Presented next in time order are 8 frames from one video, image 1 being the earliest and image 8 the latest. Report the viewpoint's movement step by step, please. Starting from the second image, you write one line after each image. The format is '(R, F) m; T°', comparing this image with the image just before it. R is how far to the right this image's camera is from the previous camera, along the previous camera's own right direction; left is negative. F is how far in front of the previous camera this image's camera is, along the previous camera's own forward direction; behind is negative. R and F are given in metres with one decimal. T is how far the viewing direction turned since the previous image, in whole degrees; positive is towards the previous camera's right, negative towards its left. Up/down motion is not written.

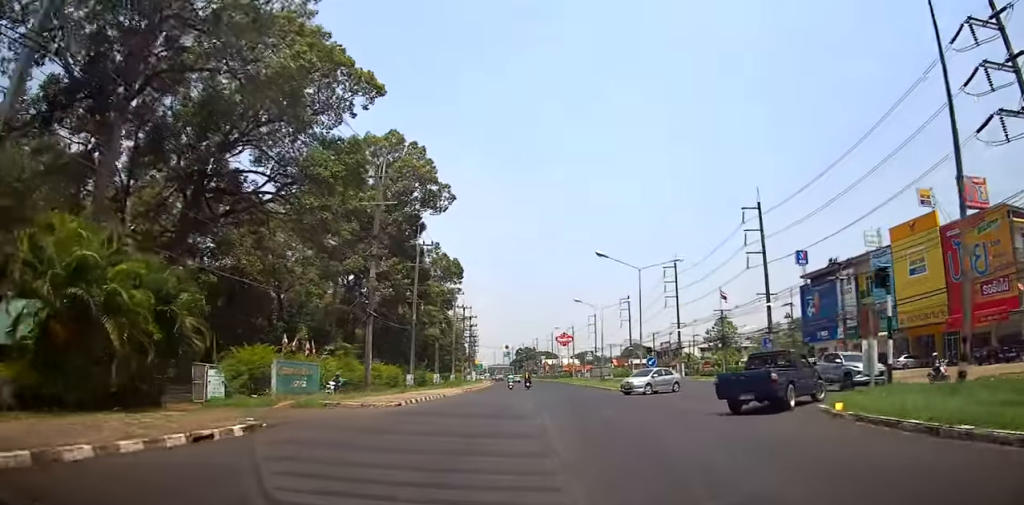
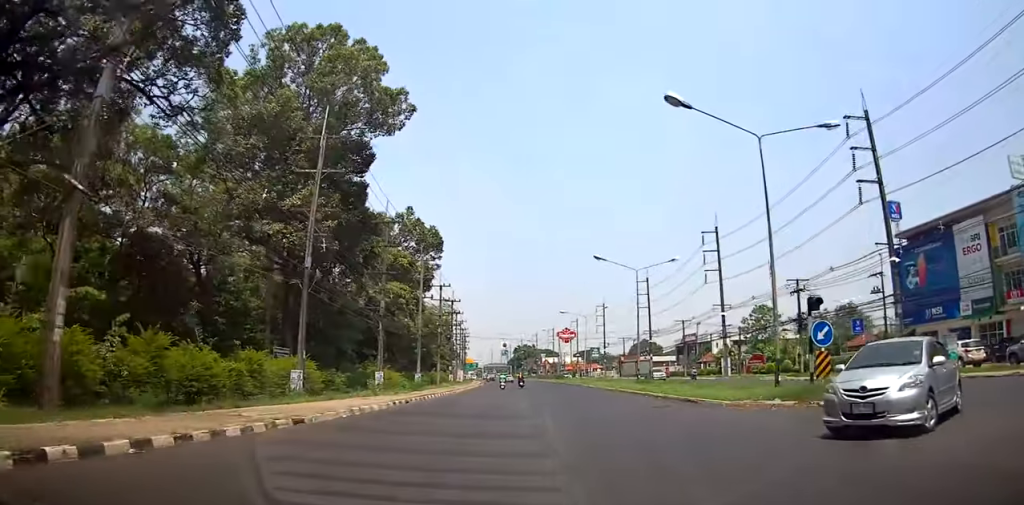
(-0.3, +23.7) m; -1°
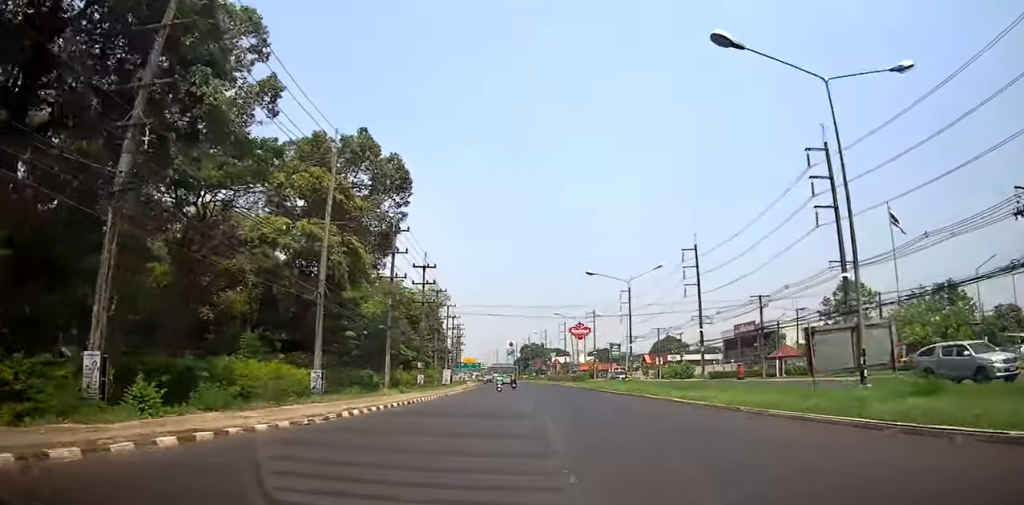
(+0.1, +29.5) m; 0°
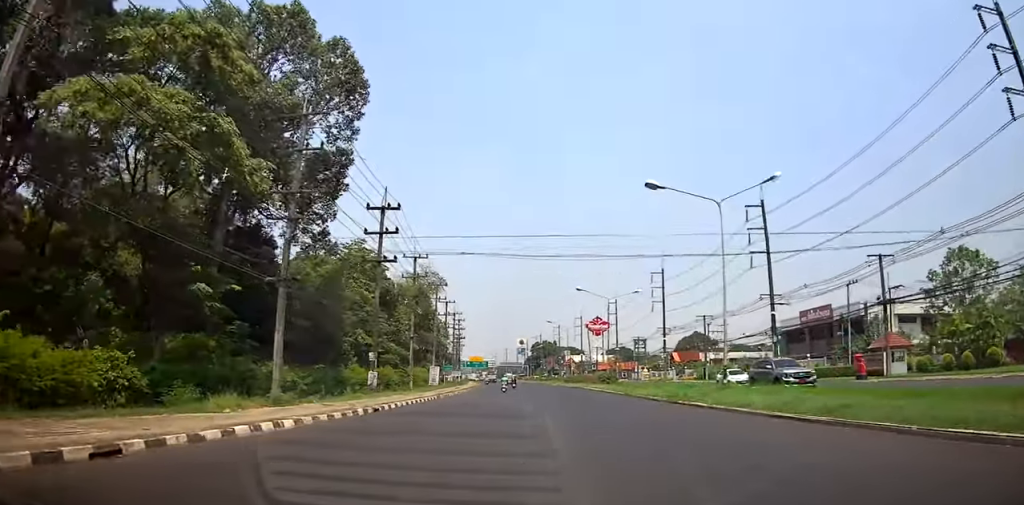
(-0.3, +21.9) m; -1°
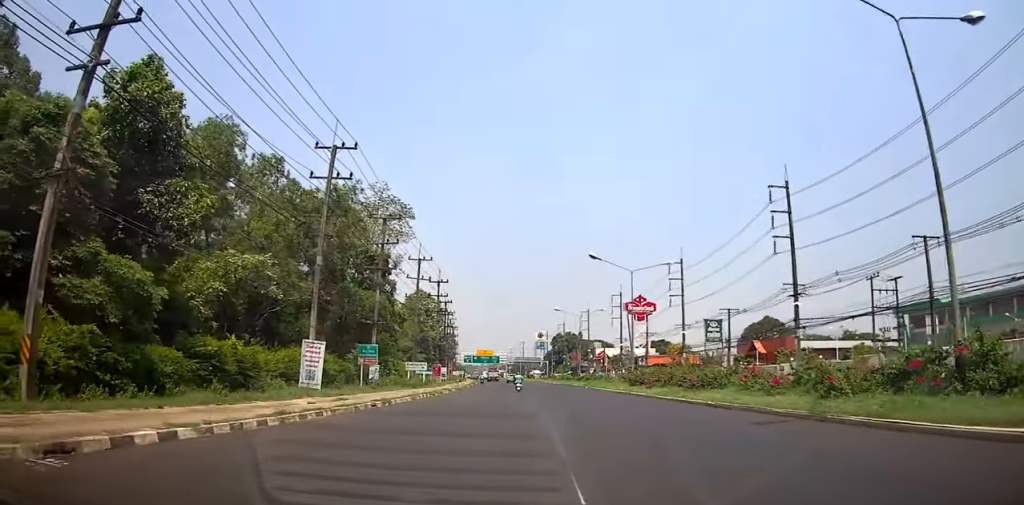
(-0.9, +46.6) m; -2°
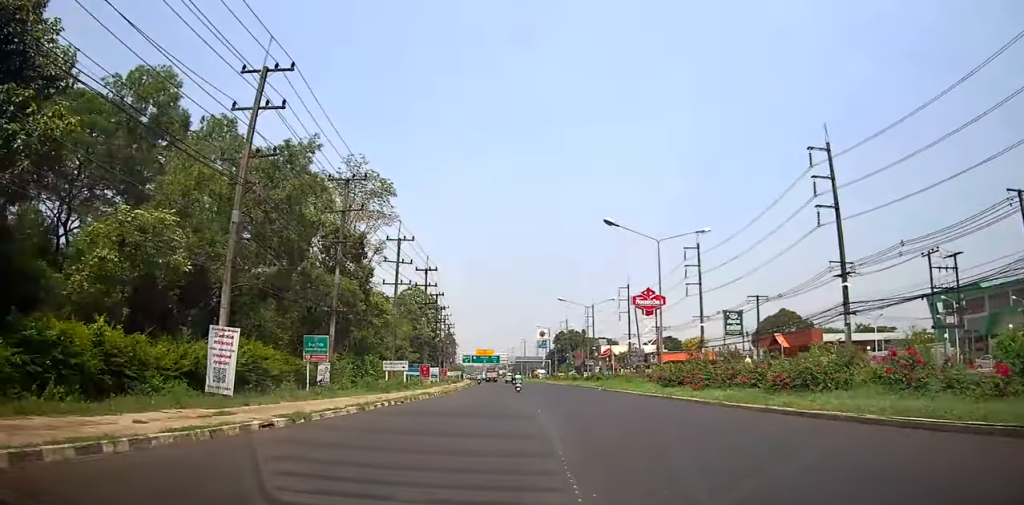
(0.0, +9.5) m; 0°
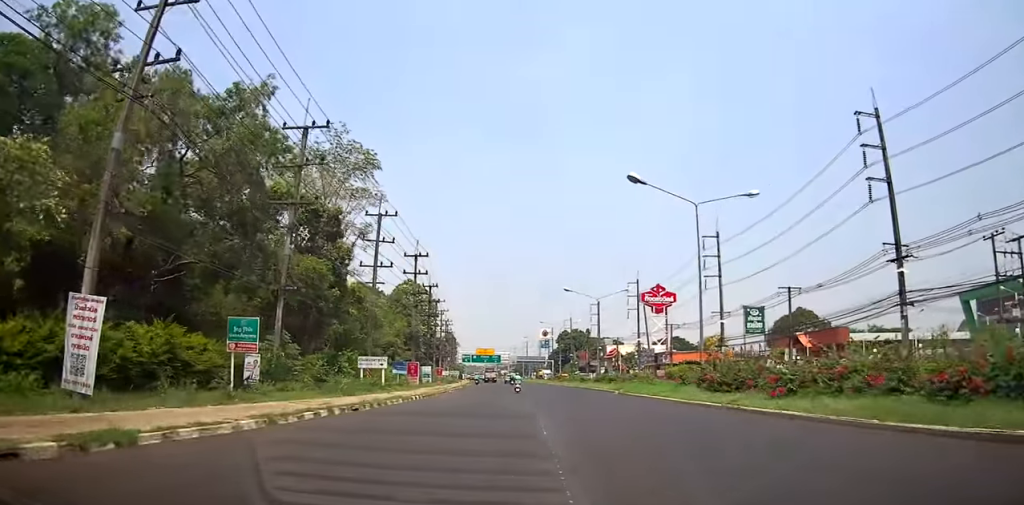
(0.0, +7.9) m; 0°
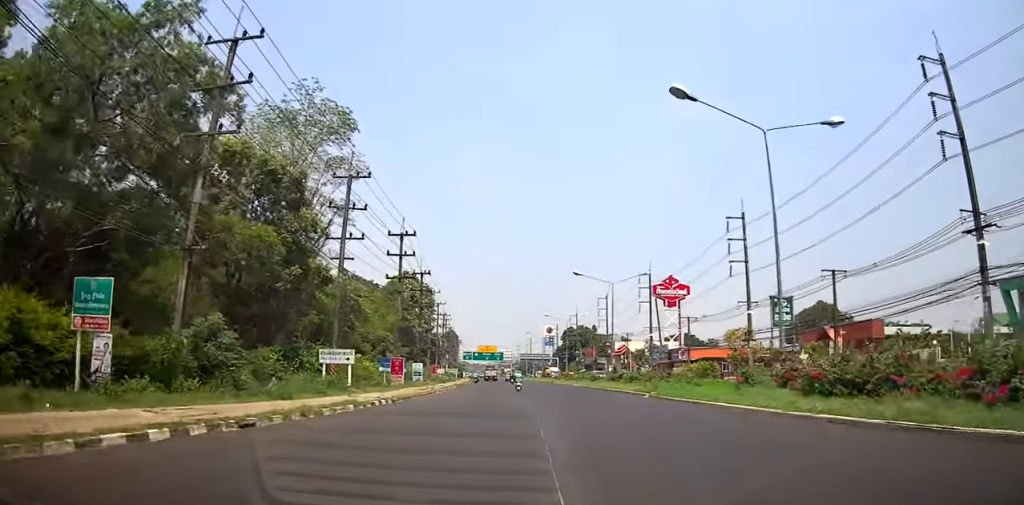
(+0.1, +8.6) m; 0°
